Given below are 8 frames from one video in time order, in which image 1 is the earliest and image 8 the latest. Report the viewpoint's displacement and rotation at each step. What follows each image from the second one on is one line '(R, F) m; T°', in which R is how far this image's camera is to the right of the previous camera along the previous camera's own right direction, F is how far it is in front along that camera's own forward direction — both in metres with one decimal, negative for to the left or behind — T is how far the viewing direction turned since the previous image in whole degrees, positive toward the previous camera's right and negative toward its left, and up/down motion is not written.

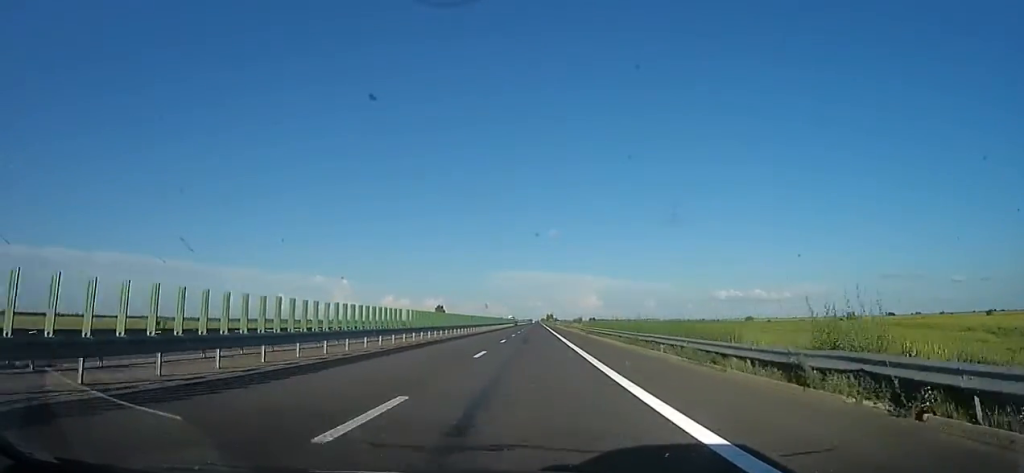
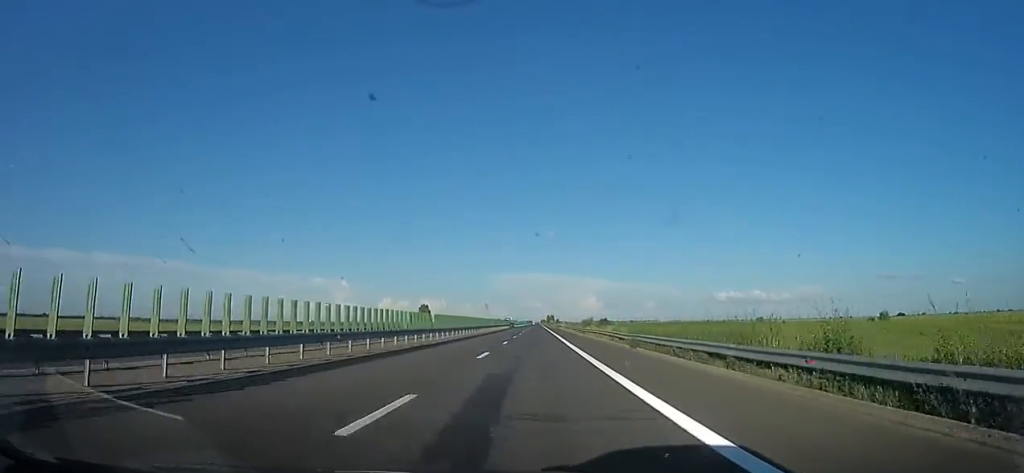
(+0.7, +23.8) m; 0°
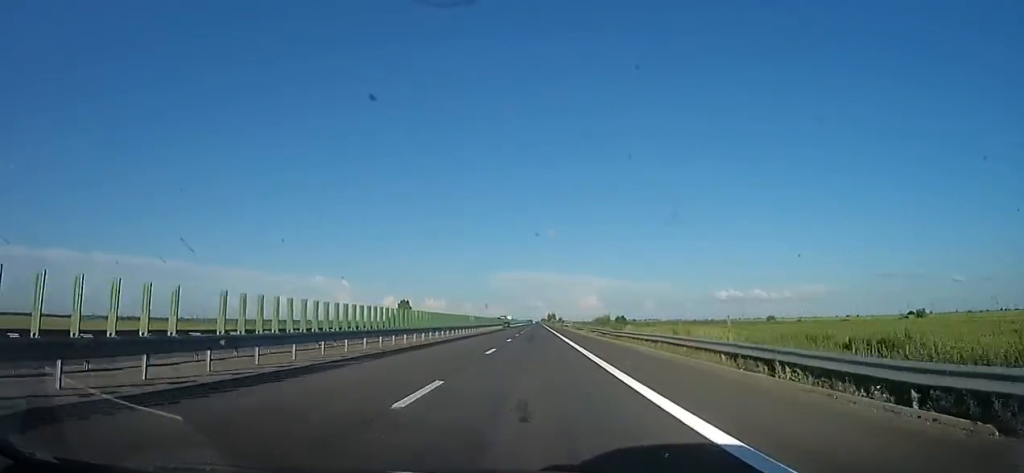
(+0.4, +22.6) m; 0°
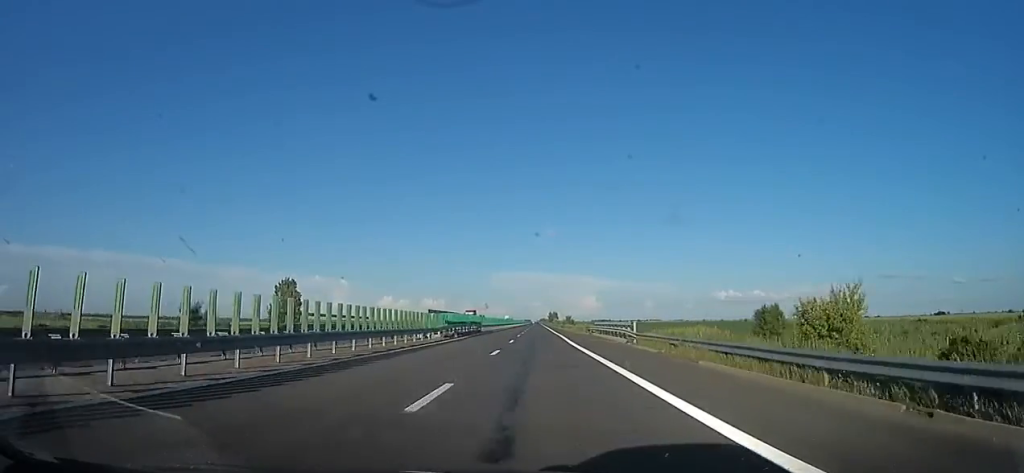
(-2.1, +60.8) m; 0°
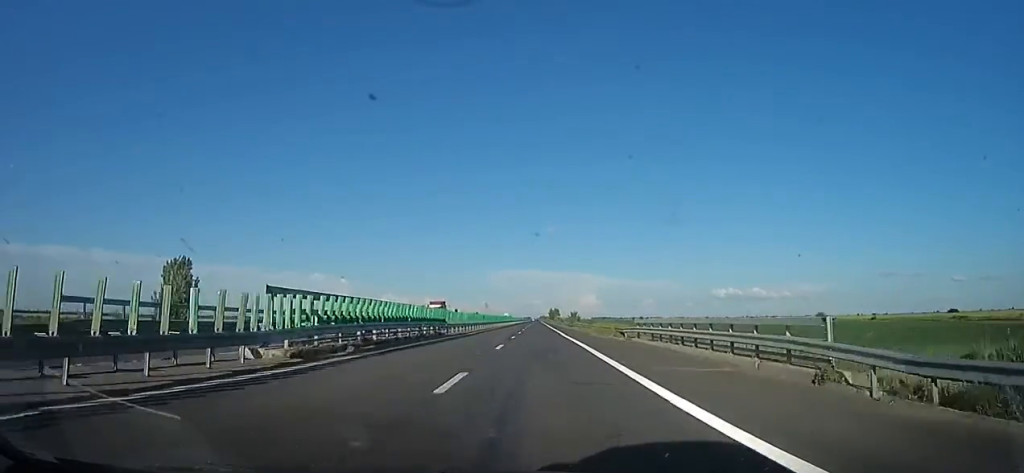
(+0.9, +22.6) m; +1°
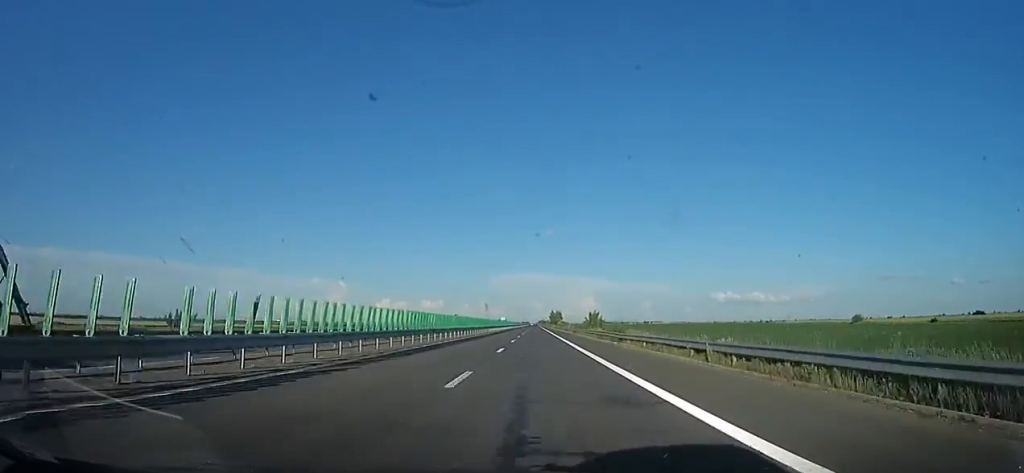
(-0.3, +47.6) m; -1°
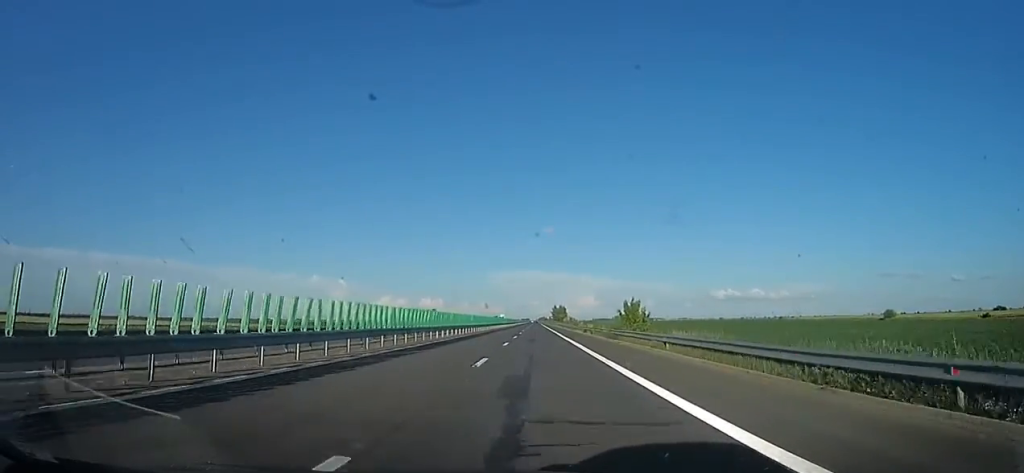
(0.0, +33.0) m; 0°
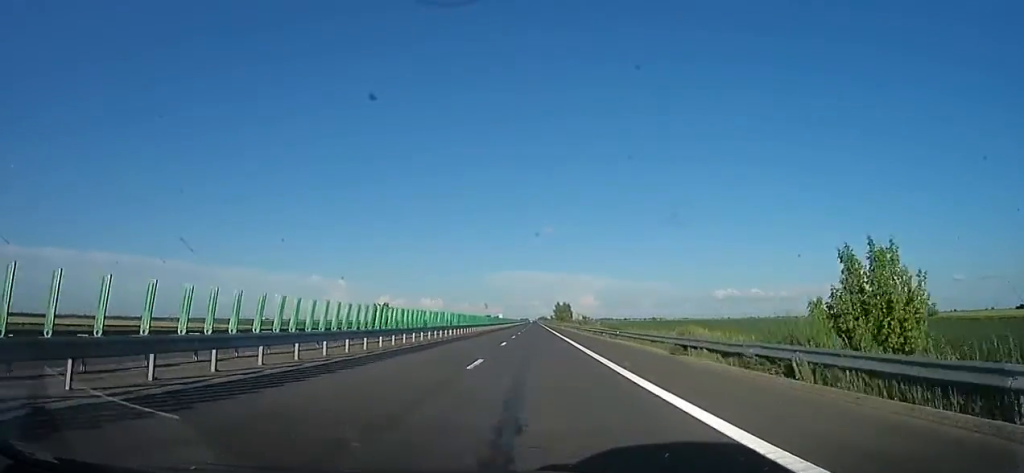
(0.0, +37.1) m; -1°
